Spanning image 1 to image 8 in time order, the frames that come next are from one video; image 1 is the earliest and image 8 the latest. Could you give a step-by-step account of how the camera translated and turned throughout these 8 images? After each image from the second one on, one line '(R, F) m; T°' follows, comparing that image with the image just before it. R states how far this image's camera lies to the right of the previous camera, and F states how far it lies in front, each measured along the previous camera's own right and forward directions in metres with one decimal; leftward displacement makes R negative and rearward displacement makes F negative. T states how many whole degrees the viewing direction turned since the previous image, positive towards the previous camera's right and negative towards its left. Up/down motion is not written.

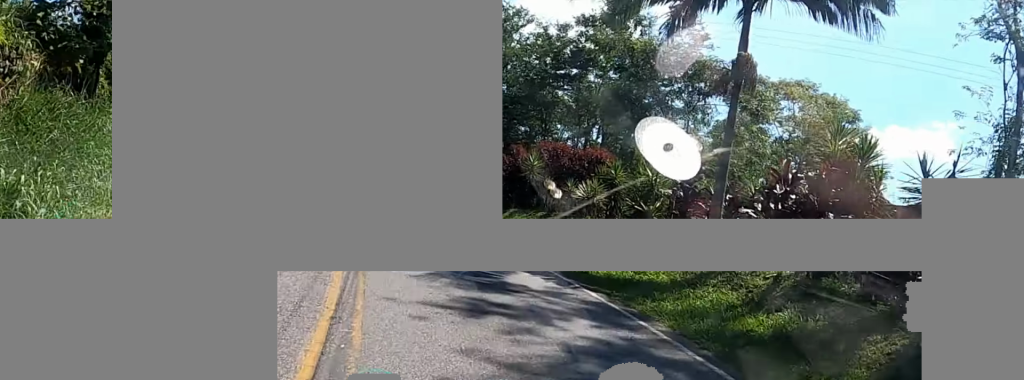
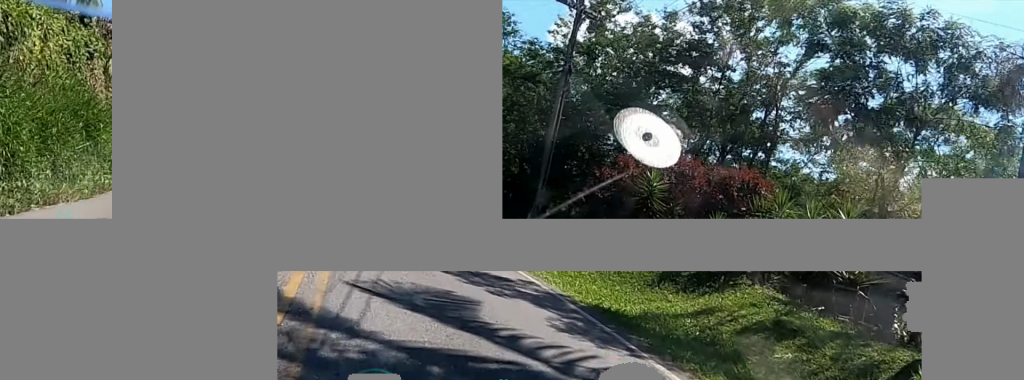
(-0.5, +6.7) m; -7°
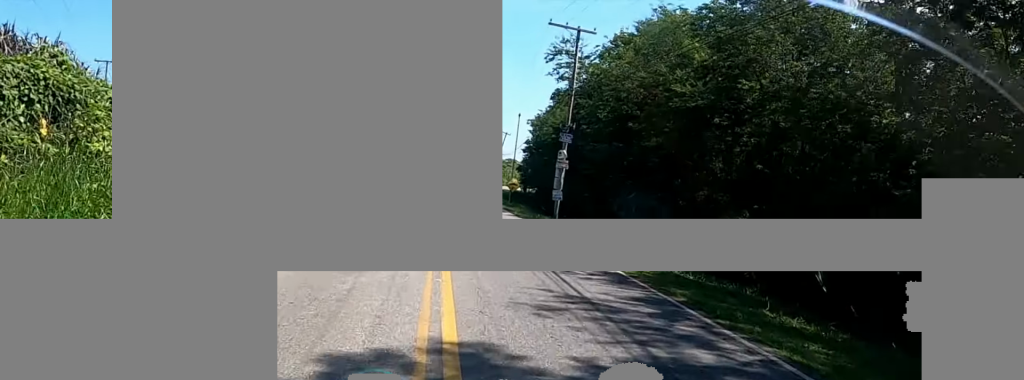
(-4.5, +36.4) m; -8°
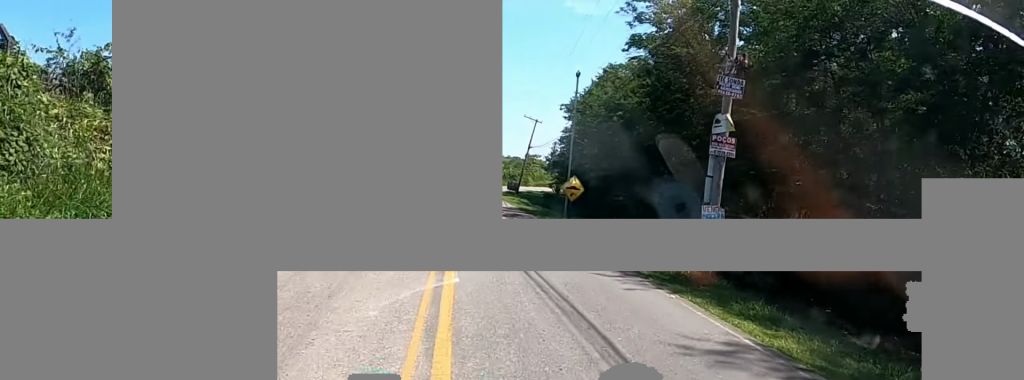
(-0.1, +14.0) m; +1°
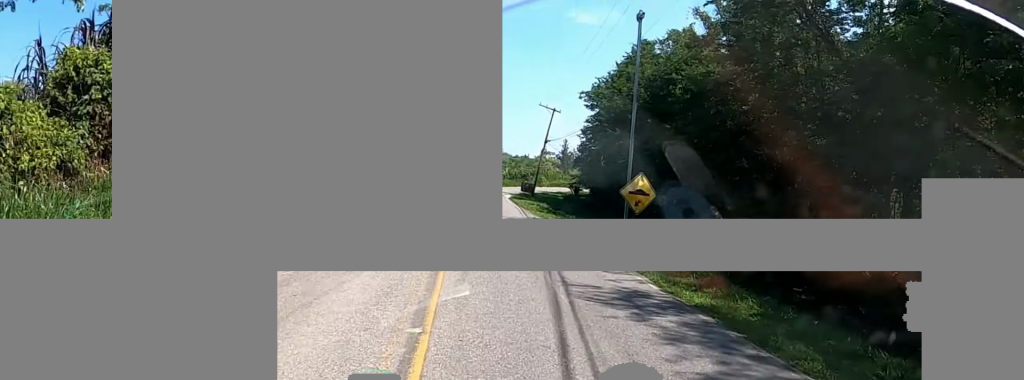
(-0.3, +8.0) m; +2°
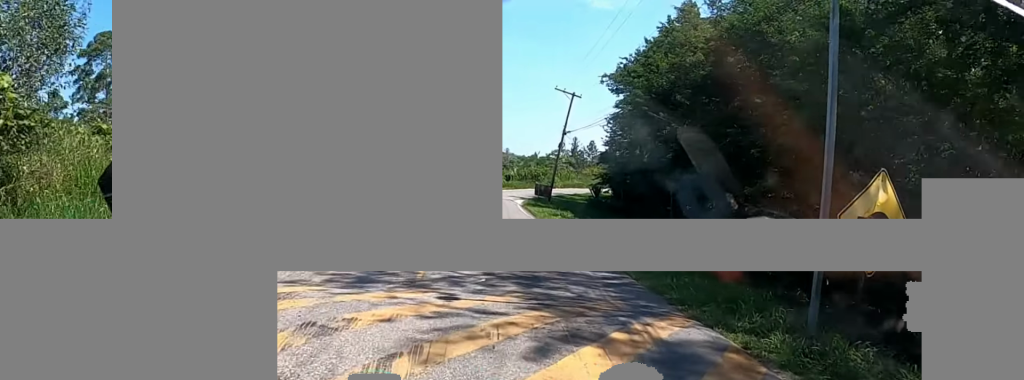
(+0.8, +10.1) m; +1°
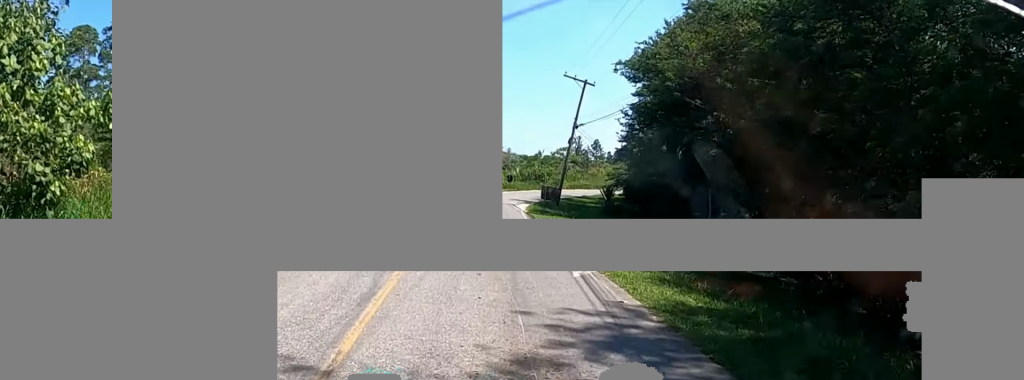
(0.0, +6.9) m; -1°
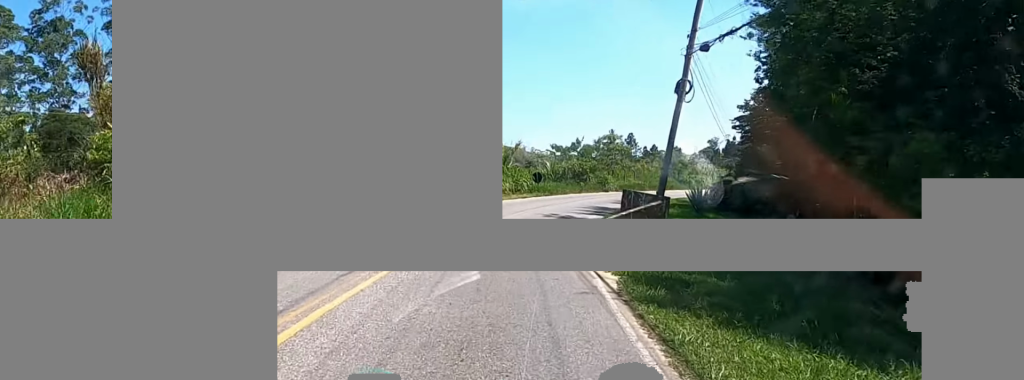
(-1.2, +24.2) m; +4°
